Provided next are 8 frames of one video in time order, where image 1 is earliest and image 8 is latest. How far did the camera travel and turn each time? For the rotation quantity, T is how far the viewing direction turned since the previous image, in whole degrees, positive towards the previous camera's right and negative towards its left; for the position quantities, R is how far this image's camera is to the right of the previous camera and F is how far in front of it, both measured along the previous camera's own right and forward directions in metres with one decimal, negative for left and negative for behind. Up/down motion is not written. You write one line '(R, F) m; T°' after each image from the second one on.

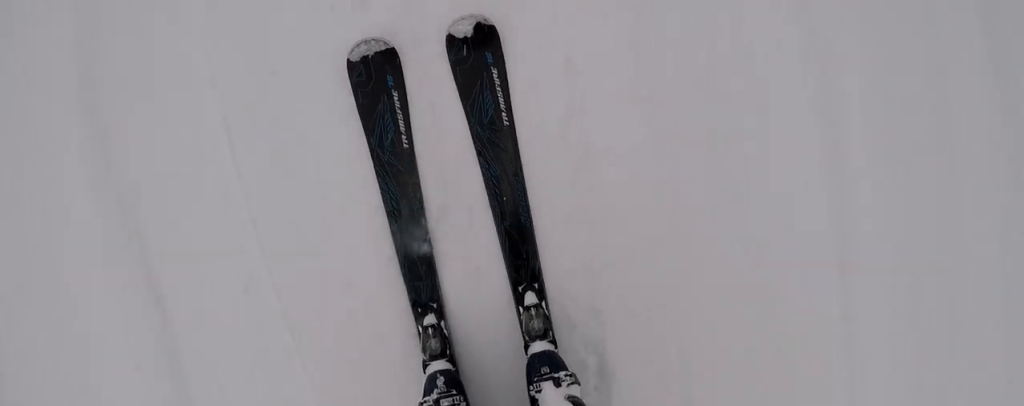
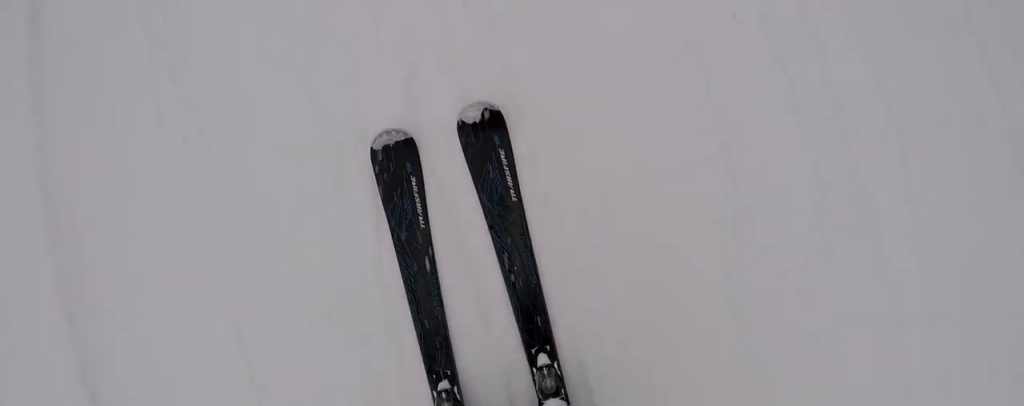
(+0.1, +4.0) m; +1°
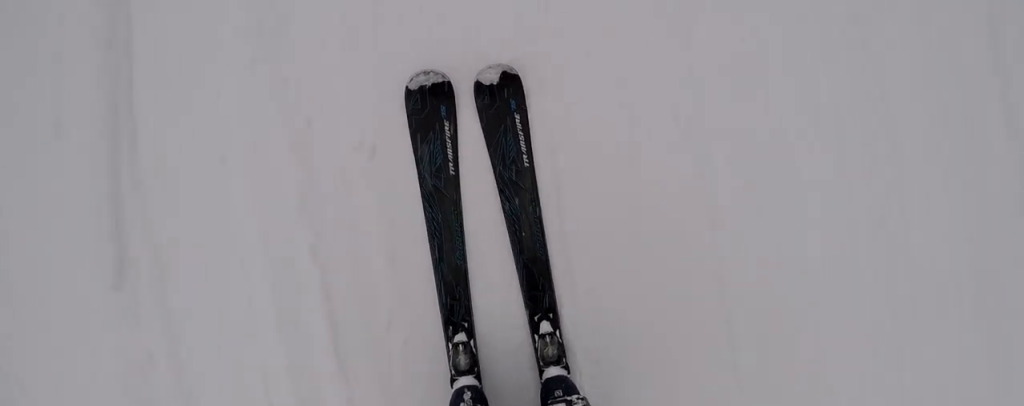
(+0.1, +9.2) m; -3°
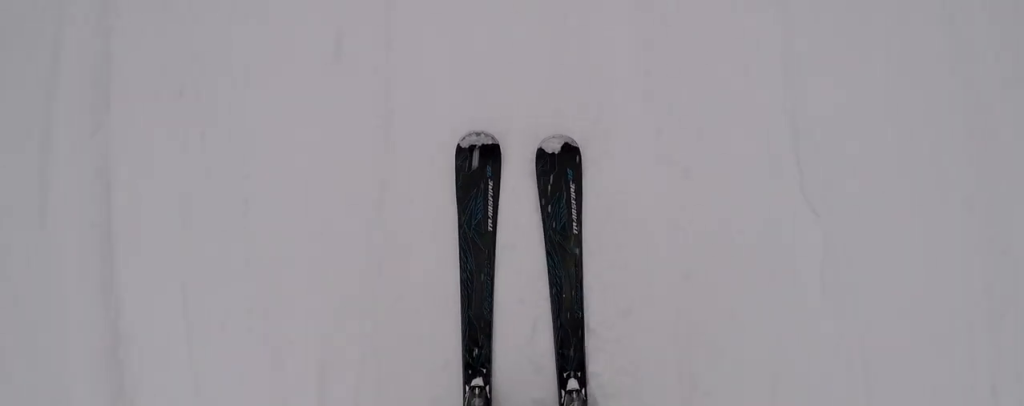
(-0.1, +4.6) m; -11°
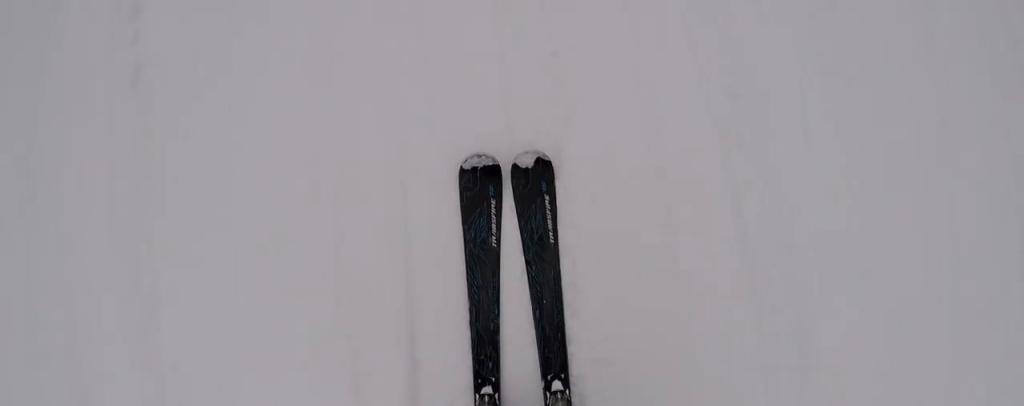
(-0.6, +2.0) m; +3°
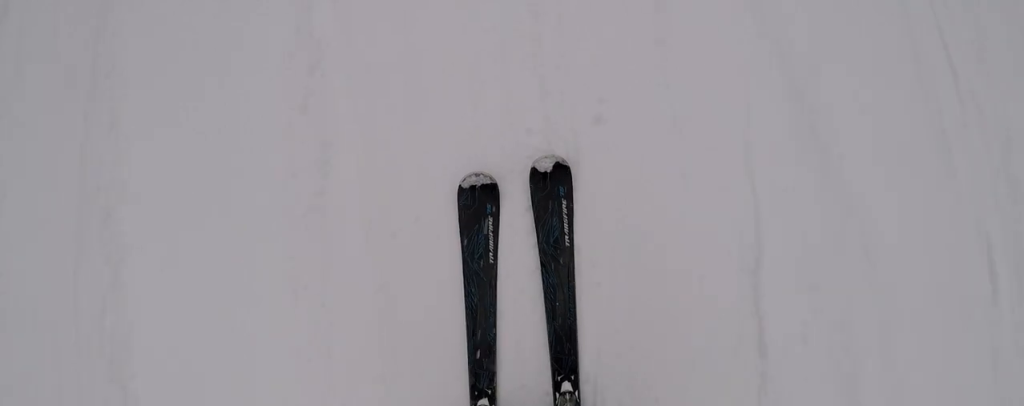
(+0.3, +3.7) m; +11°
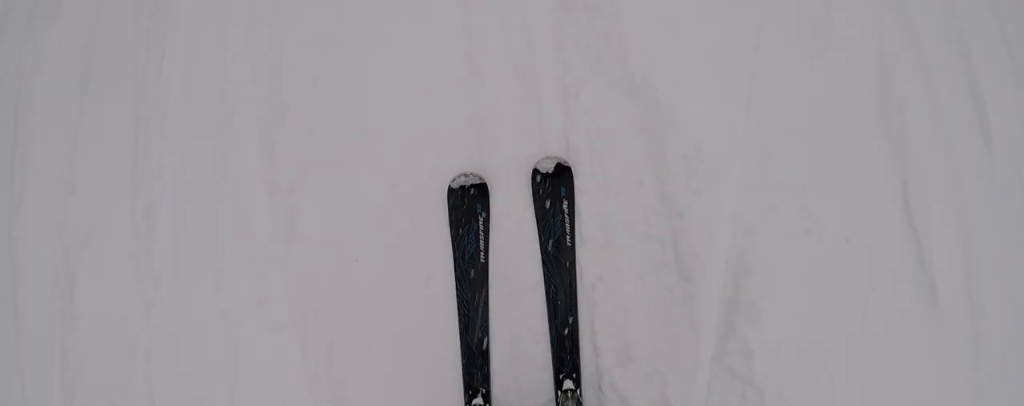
(+0.6, +2.1) m; +8°
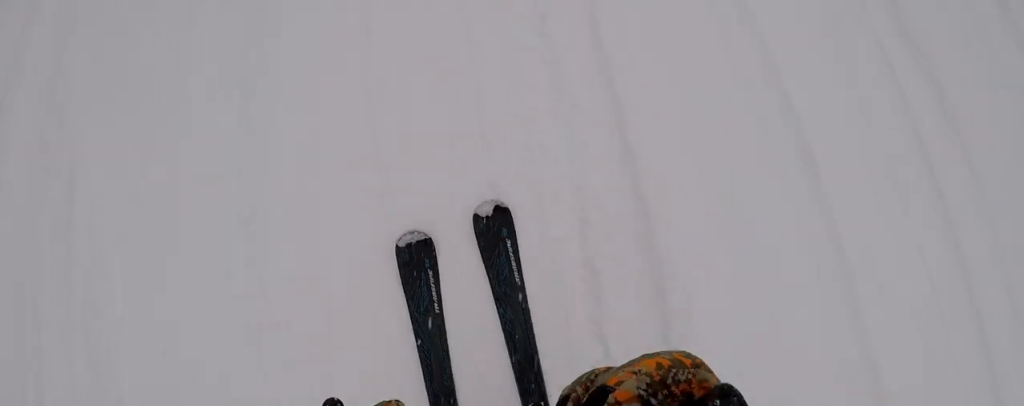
(-1.3, +10.3) m; -17°
